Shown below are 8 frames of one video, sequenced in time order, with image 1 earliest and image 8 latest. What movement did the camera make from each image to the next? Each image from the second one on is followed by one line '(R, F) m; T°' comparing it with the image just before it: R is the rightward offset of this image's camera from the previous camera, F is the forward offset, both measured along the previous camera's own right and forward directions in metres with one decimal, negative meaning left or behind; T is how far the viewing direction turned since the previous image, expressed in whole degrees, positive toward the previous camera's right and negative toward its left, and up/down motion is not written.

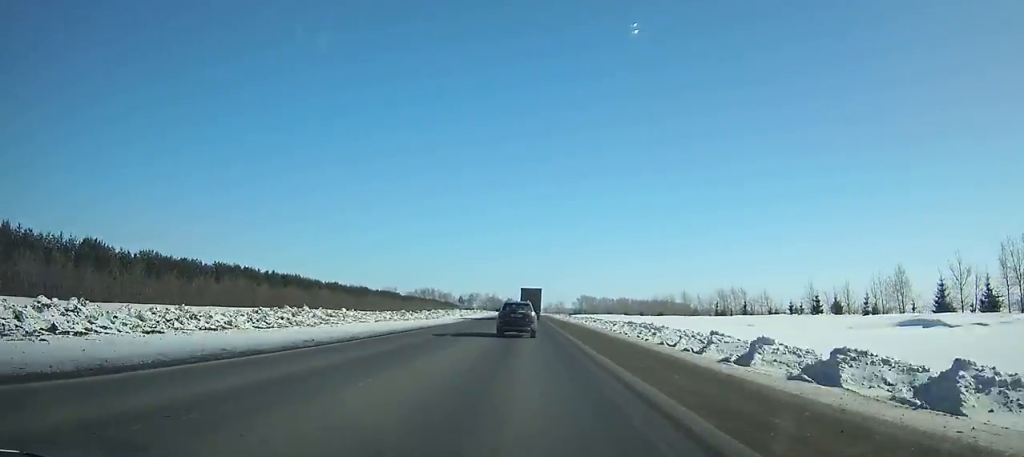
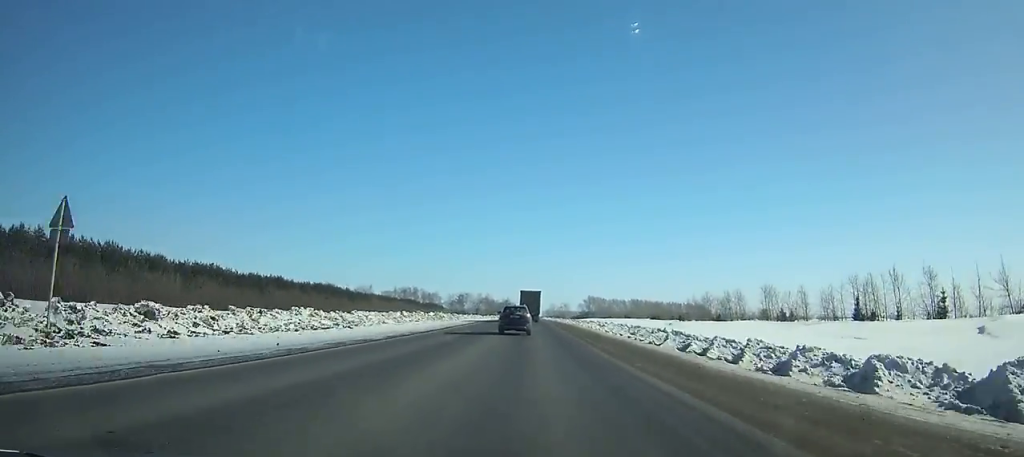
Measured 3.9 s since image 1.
(-0.8, +80.3) m; 0°
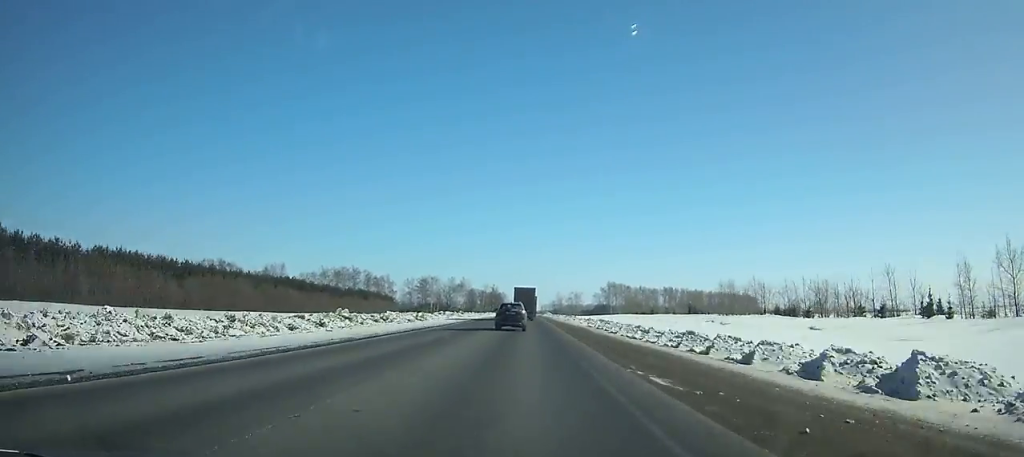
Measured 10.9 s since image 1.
(+1.4, +148.2) m; +1°
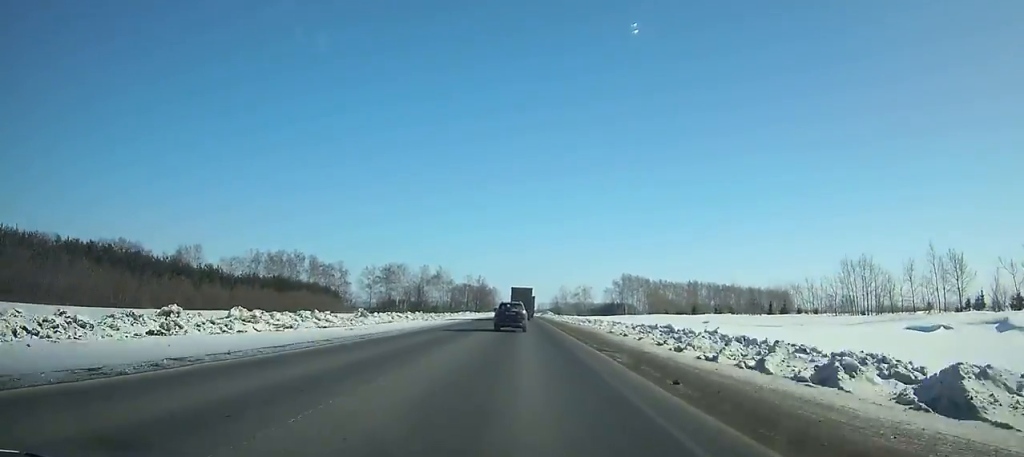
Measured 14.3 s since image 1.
(+0.1, +73.1) m; 0°
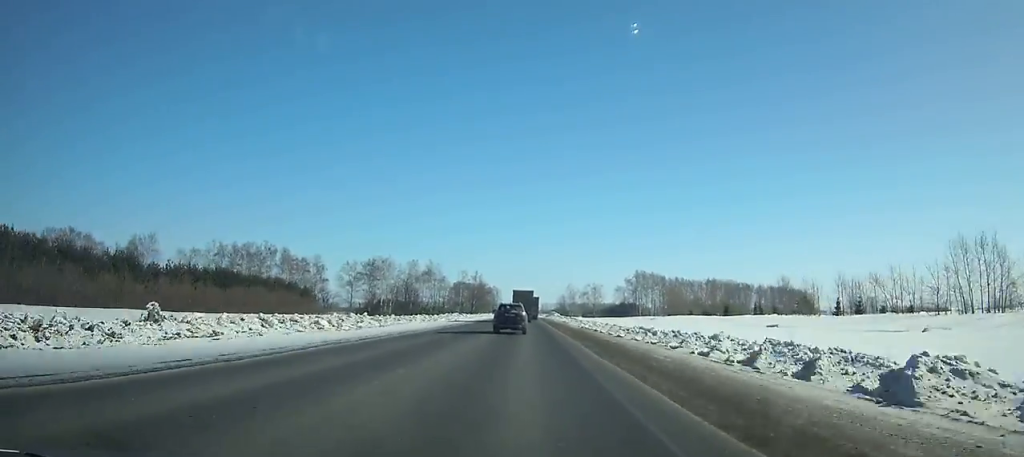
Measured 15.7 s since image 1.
(0.0, +30.2) m; 0°
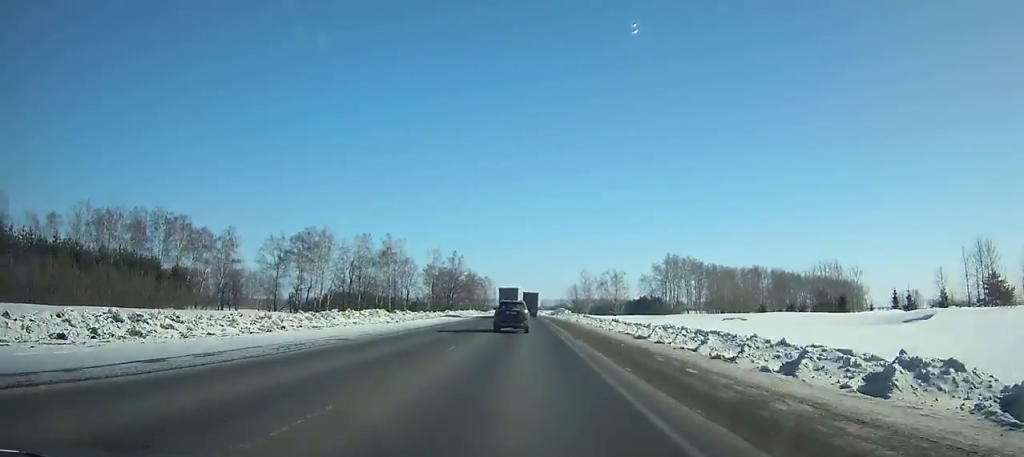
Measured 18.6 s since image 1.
(-0.2, +62.6) m; 0°
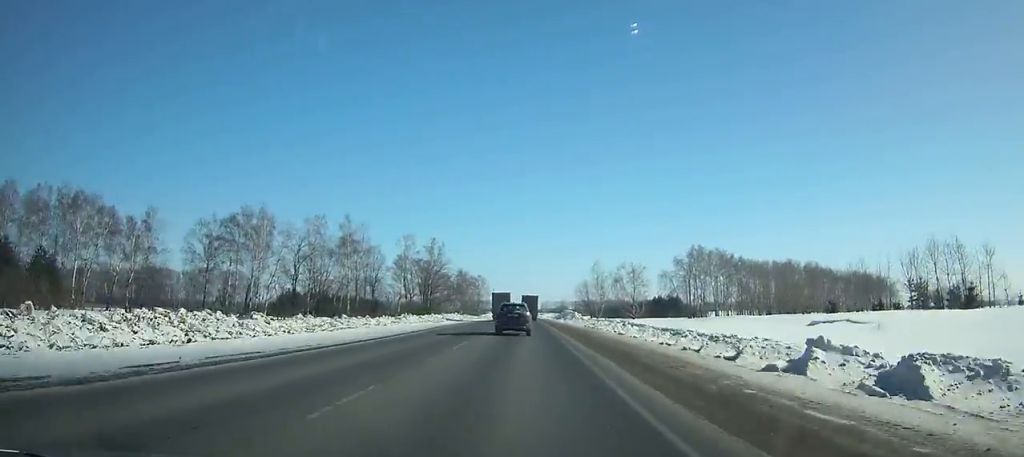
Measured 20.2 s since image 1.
(+0.2, +34.5) m; 0°
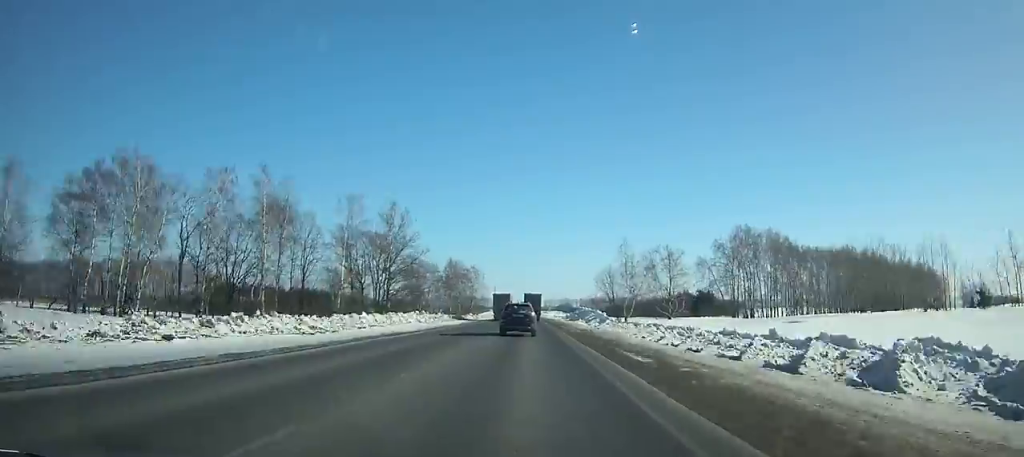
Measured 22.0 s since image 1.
(0.0, +38.7) m; 0°
